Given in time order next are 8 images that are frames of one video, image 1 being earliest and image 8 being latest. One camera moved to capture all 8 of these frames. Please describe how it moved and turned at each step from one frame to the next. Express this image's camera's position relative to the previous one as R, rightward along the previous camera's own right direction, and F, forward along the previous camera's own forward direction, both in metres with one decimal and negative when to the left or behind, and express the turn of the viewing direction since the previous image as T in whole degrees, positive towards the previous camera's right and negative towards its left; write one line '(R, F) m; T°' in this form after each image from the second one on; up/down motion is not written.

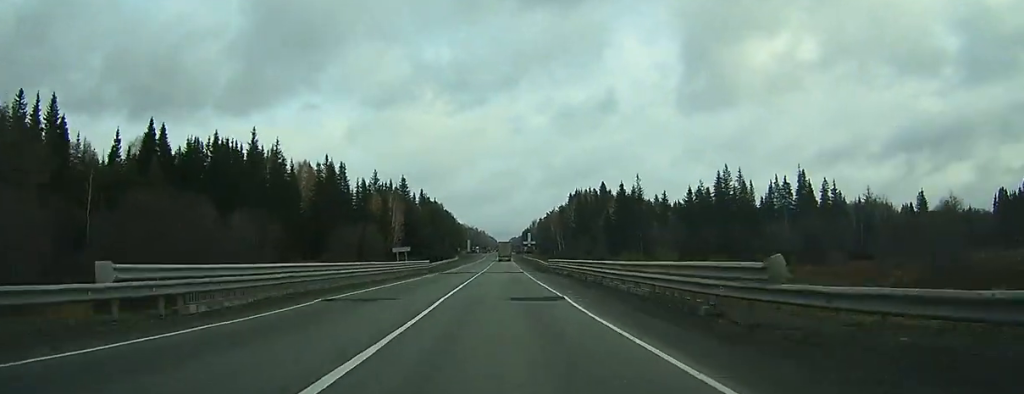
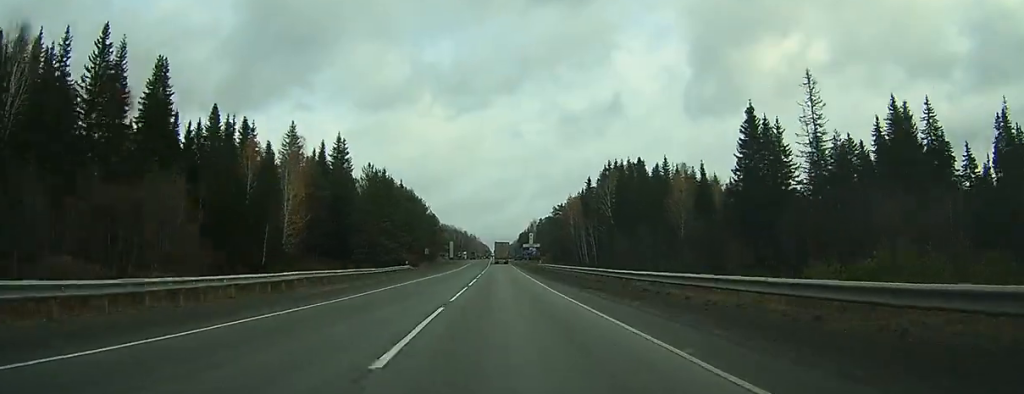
(0.0, +75.0) m; 0°
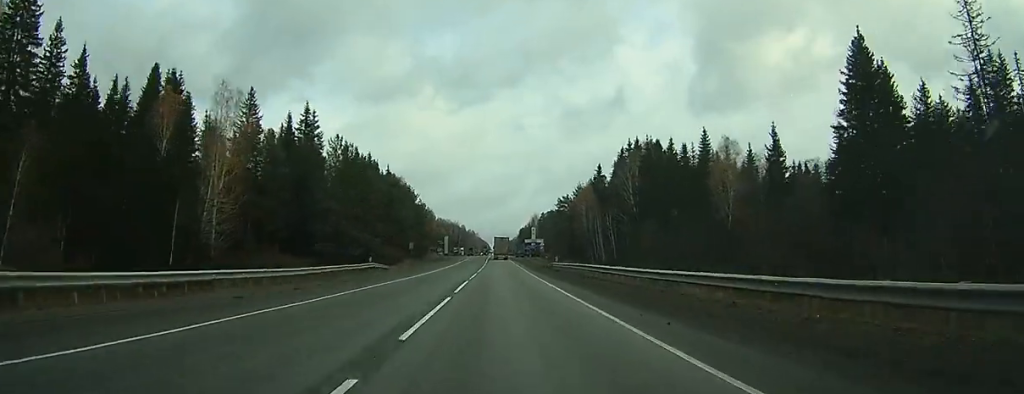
(+0.1, +22.9) m; 0°
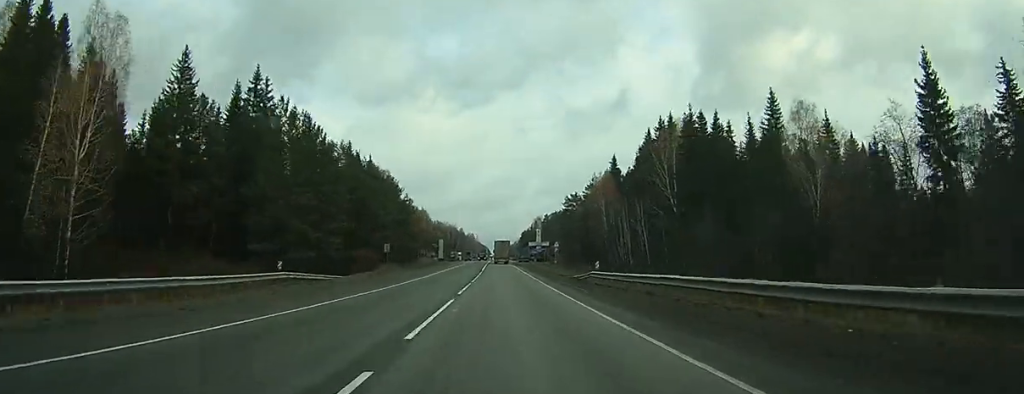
(0.0, +24.4) m; 0°
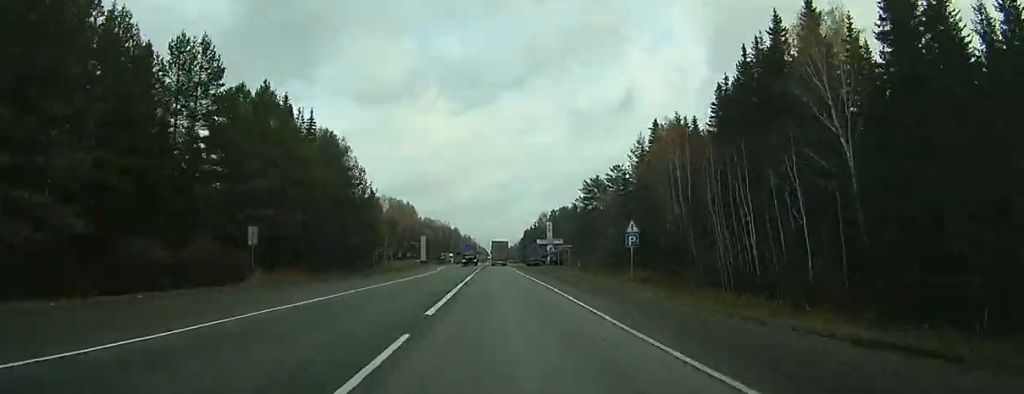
(+0.1, +46.1) m; 0°
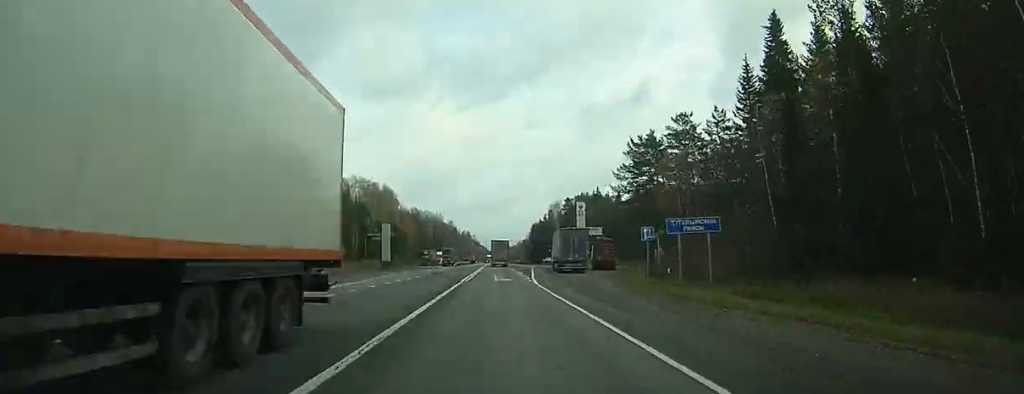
(0.0, +53.0) m; 0°
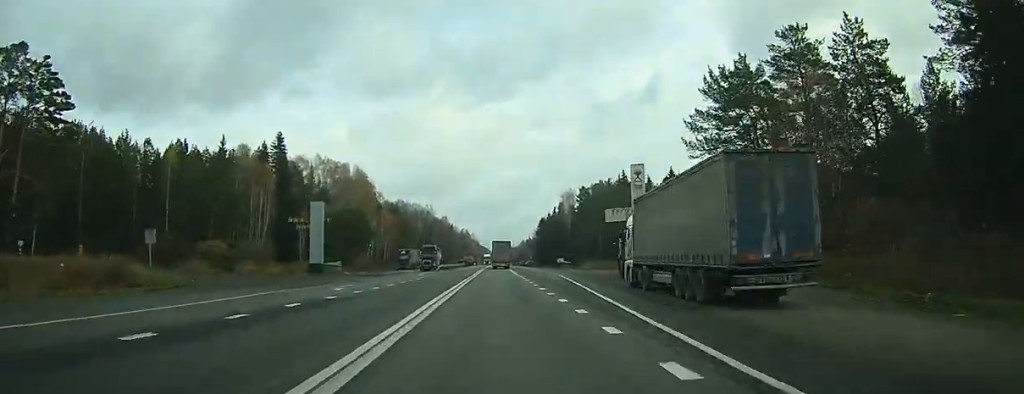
(-0.2, +38.2) m; 0°
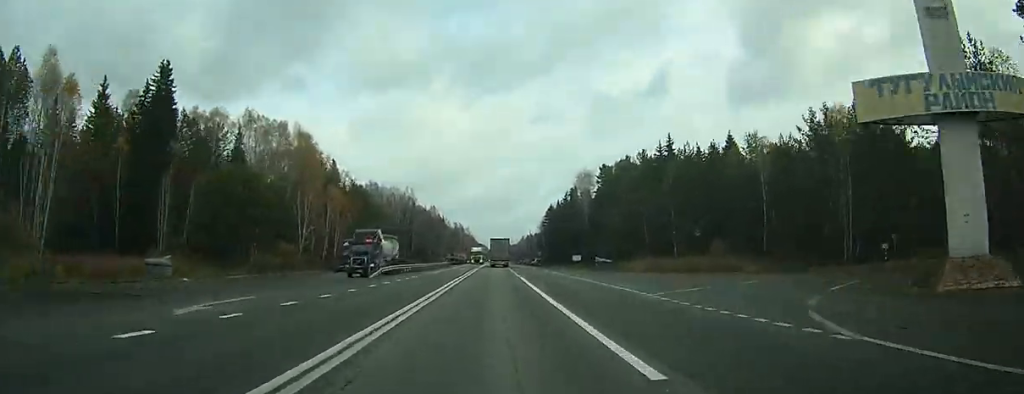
(+0.5, +42.3) m; +1°
